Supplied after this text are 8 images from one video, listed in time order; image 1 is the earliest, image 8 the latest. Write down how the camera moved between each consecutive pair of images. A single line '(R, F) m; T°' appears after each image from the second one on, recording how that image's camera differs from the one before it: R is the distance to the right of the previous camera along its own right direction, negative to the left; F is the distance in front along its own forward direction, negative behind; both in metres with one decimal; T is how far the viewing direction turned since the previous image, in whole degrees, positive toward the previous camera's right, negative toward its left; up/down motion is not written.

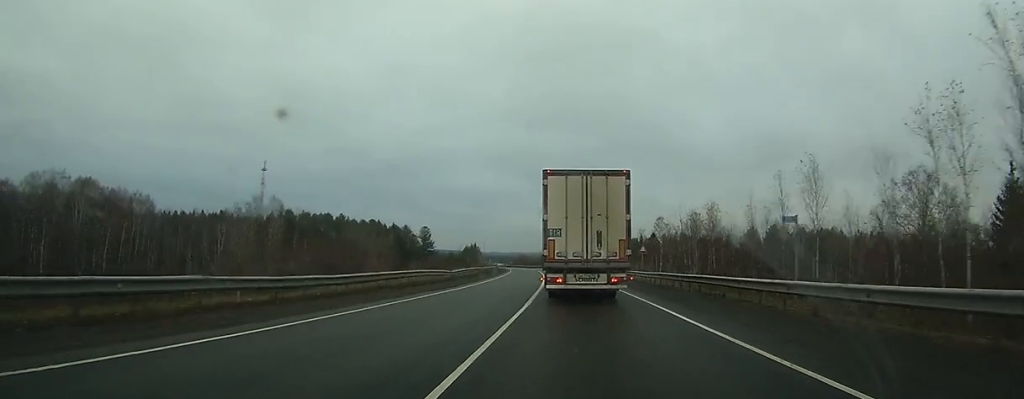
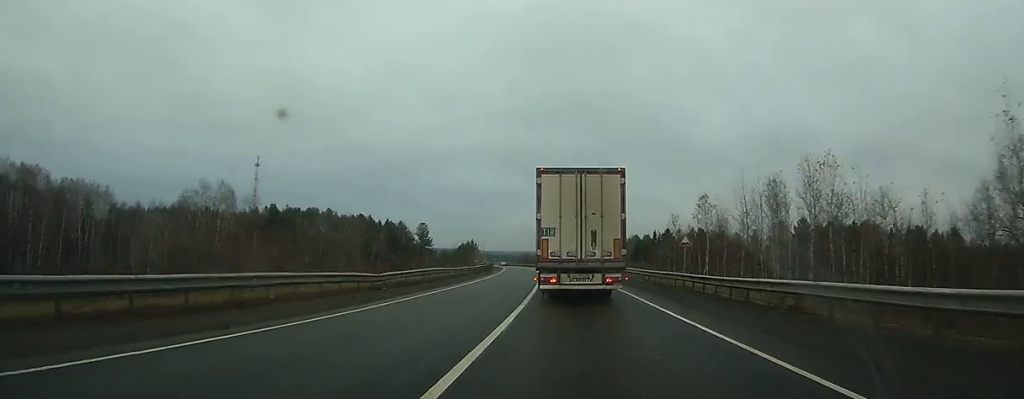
(0.0, +18.1) m; -1°
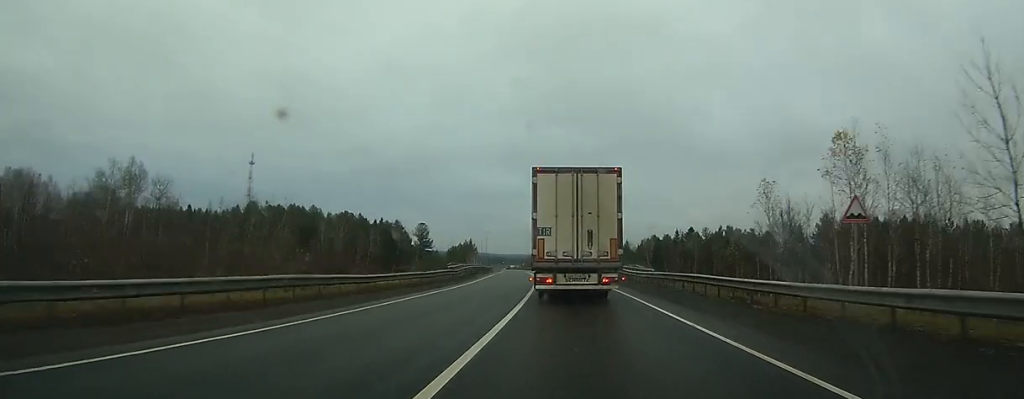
(+0.2, +22.2) m; -1°
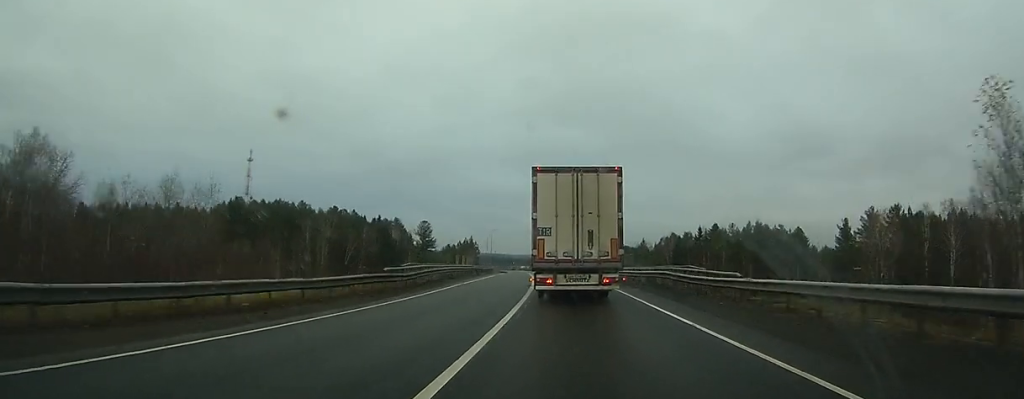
(-0.3, +16.5) m; -1°
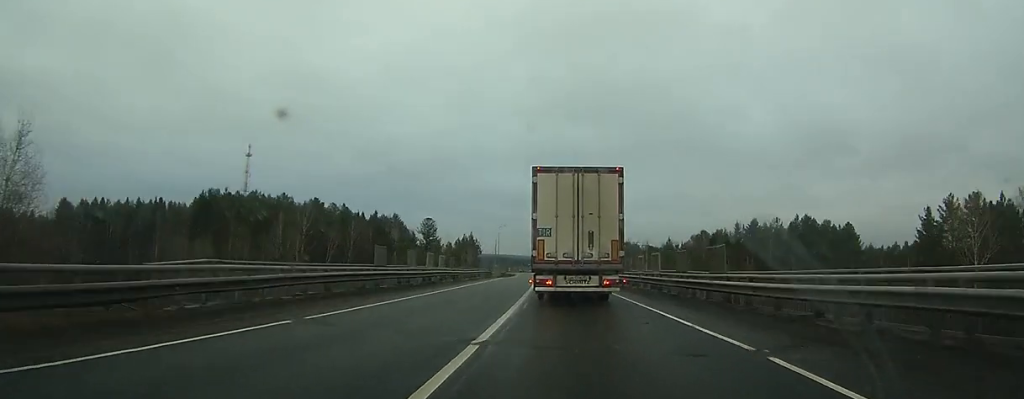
(-0.1, +22.0) m; -1°
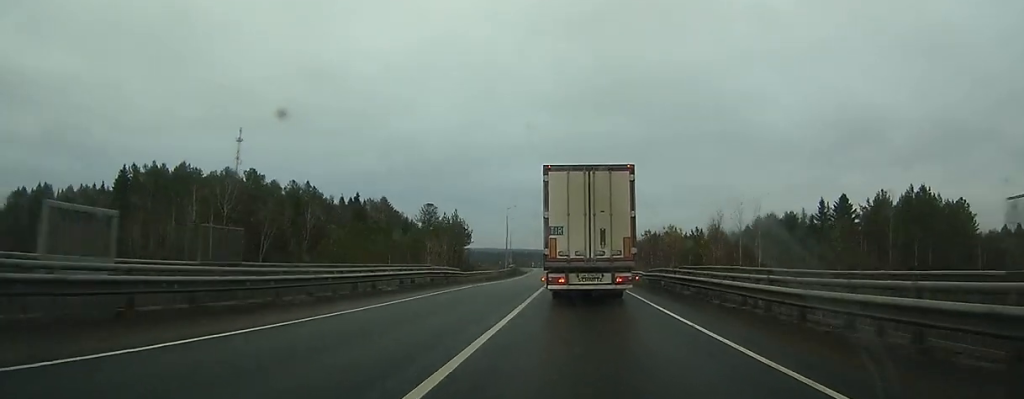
(-1.0, +38.1) m; -2°
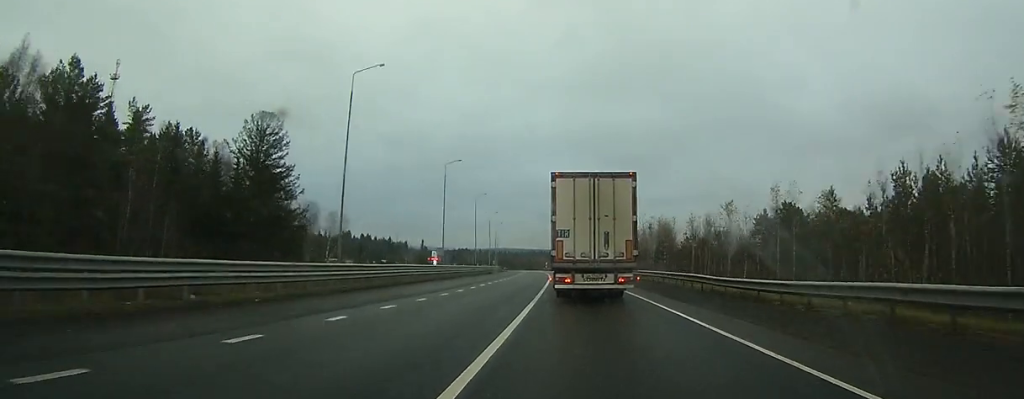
(-3.3, +109.9) m; -3°
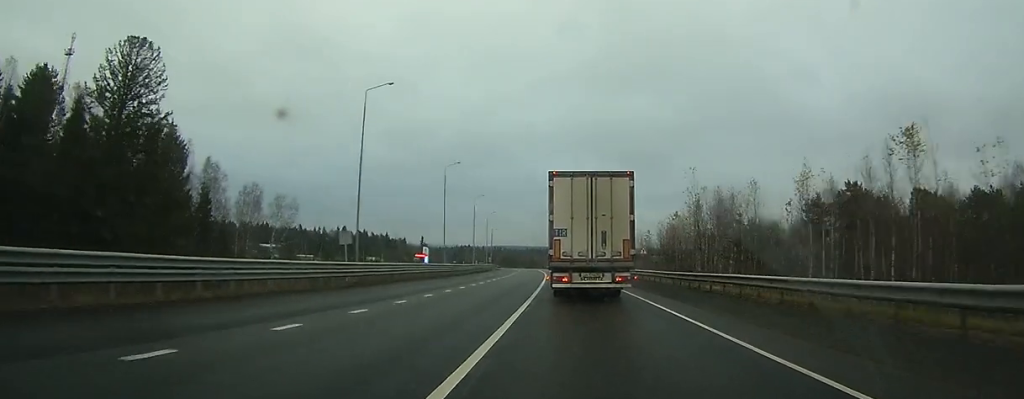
(0.0, +26.0) m; -1°
